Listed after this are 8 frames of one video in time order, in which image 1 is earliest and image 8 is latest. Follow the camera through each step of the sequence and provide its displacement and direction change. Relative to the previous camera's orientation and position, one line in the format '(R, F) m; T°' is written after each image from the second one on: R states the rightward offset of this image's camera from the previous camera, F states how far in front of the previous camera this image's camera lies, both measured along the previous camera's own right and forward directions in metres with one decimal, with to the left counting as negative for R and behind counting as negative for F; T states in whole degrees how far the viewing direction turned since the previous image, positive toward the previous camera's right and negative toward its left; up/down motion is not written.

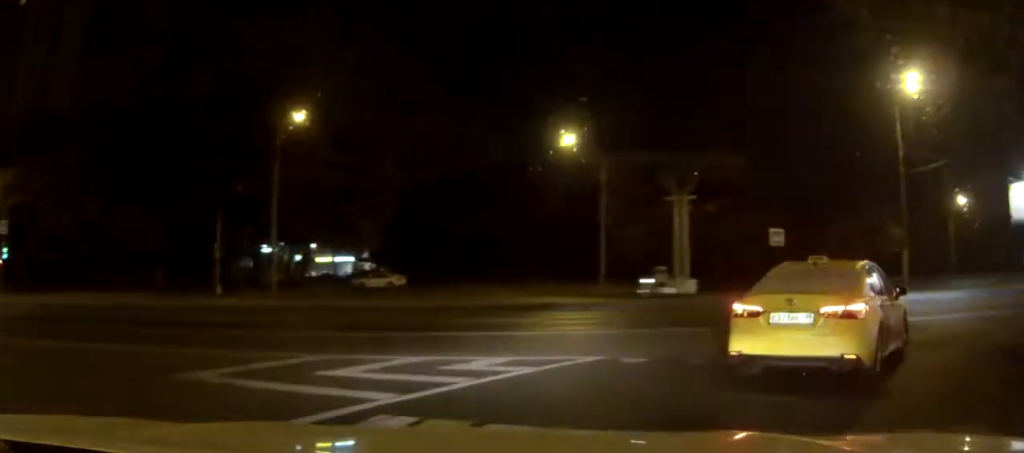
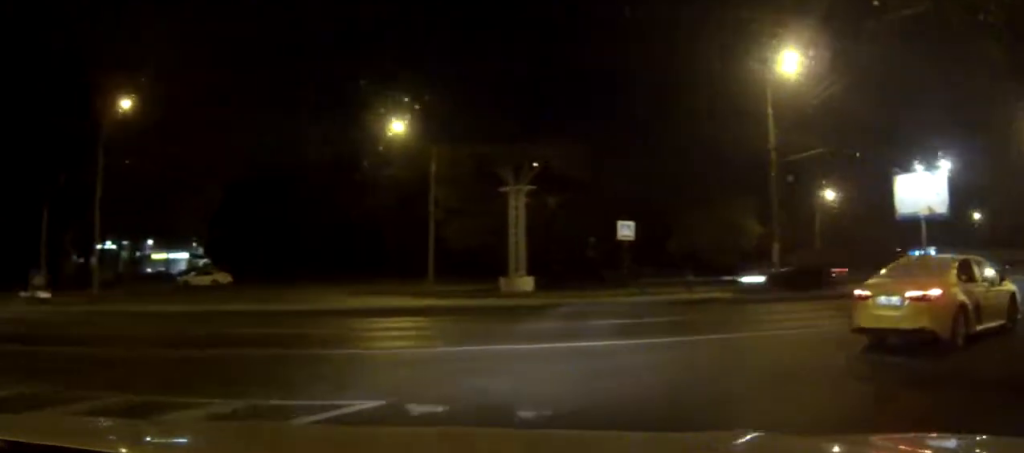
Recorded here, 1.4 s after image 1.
(+0.5, +3.4) m; +14°
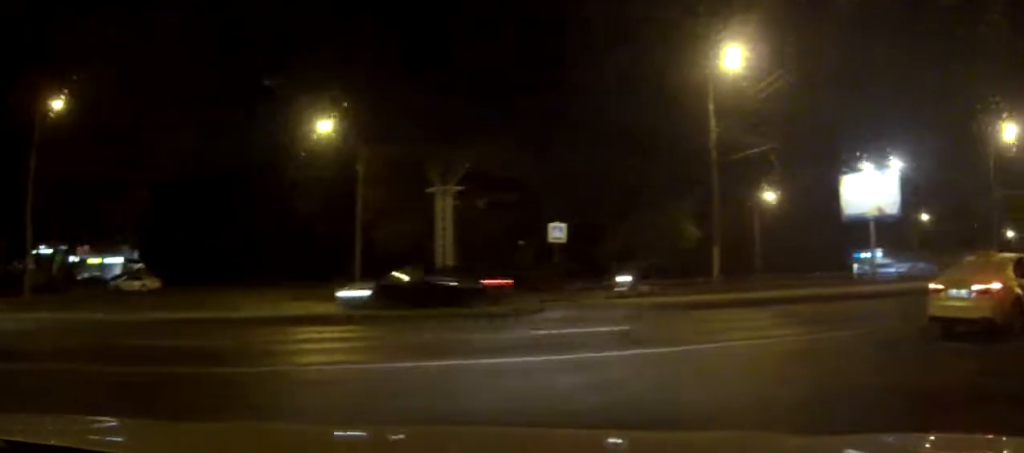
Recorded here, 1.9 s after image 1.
(0.0, +1.6) m; +7°
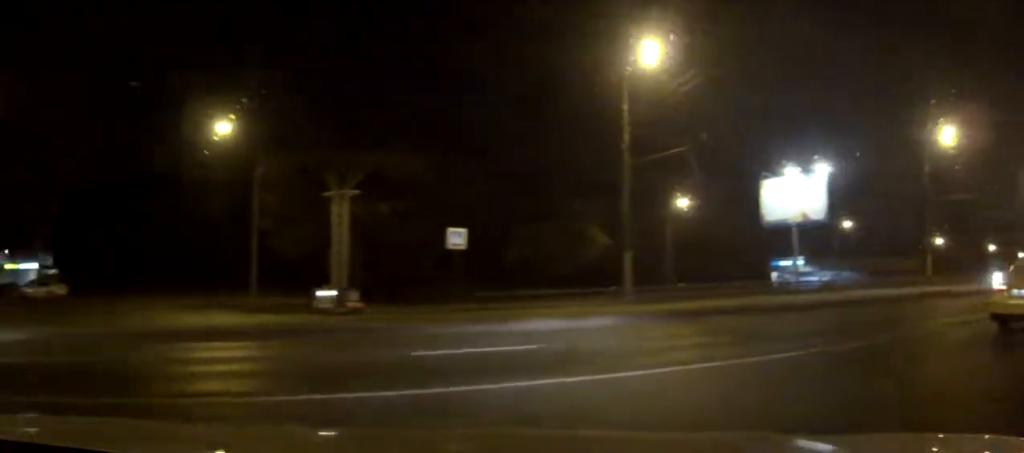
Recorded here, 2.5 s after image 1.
(+0.1, +2.2) m; +12°
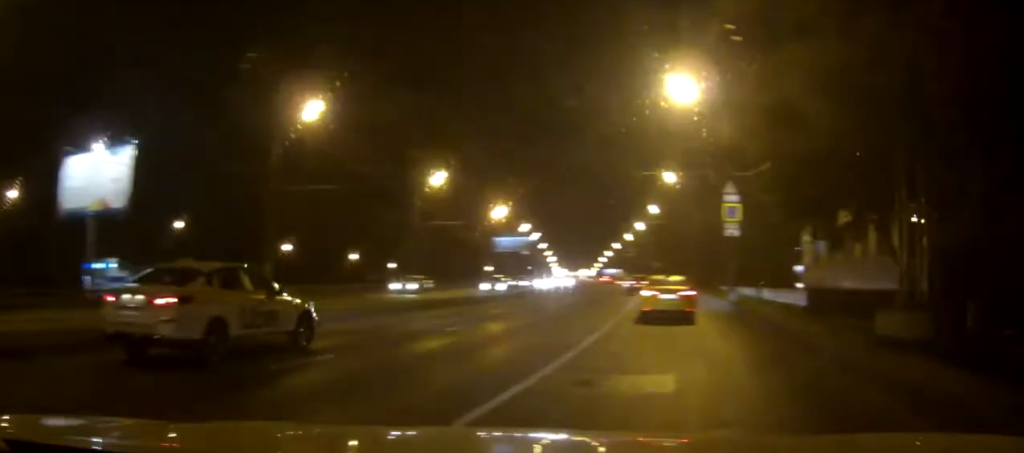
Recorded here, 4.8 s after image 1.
(+4.8, +9.7) m; +46°
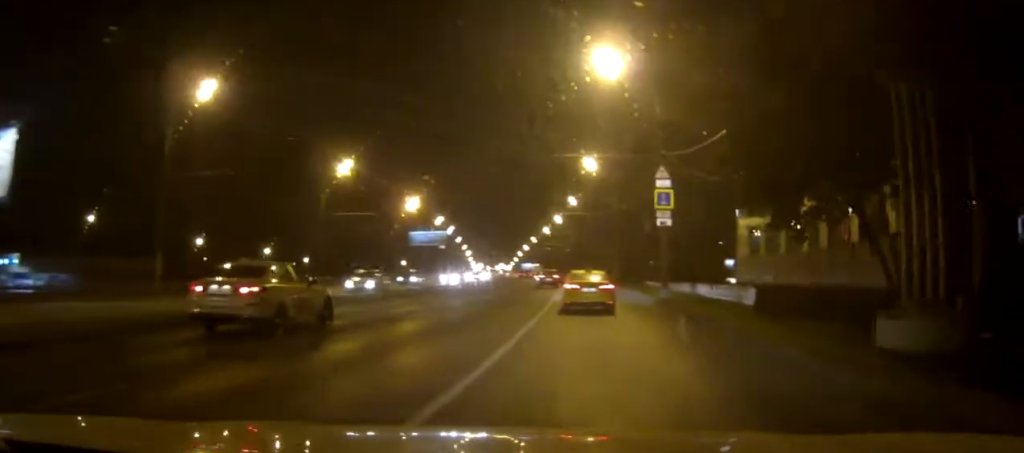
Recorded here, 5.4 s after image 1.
(+0.4, +4.0) m; +2°
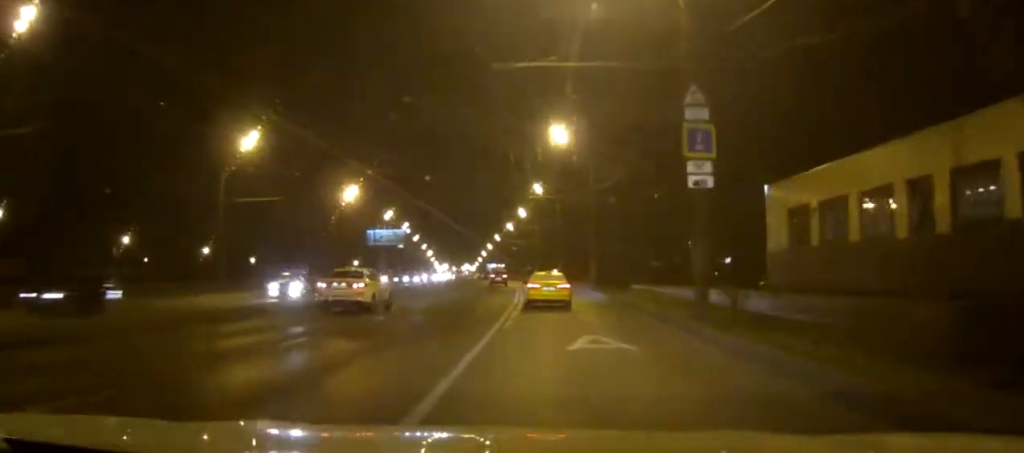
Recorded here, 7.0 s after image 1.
(+0.1, +14.5) m; 0°
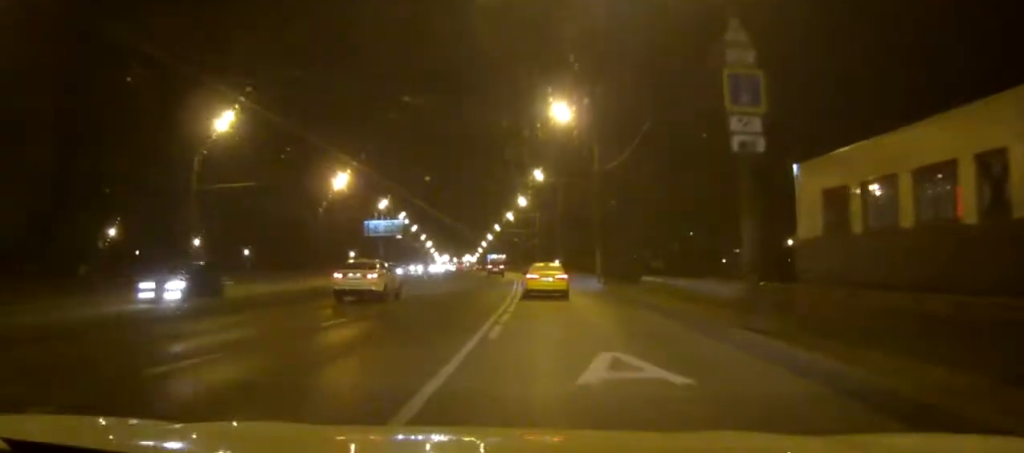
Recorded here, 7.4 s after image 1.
(0.0, +4.7) m; 0°
